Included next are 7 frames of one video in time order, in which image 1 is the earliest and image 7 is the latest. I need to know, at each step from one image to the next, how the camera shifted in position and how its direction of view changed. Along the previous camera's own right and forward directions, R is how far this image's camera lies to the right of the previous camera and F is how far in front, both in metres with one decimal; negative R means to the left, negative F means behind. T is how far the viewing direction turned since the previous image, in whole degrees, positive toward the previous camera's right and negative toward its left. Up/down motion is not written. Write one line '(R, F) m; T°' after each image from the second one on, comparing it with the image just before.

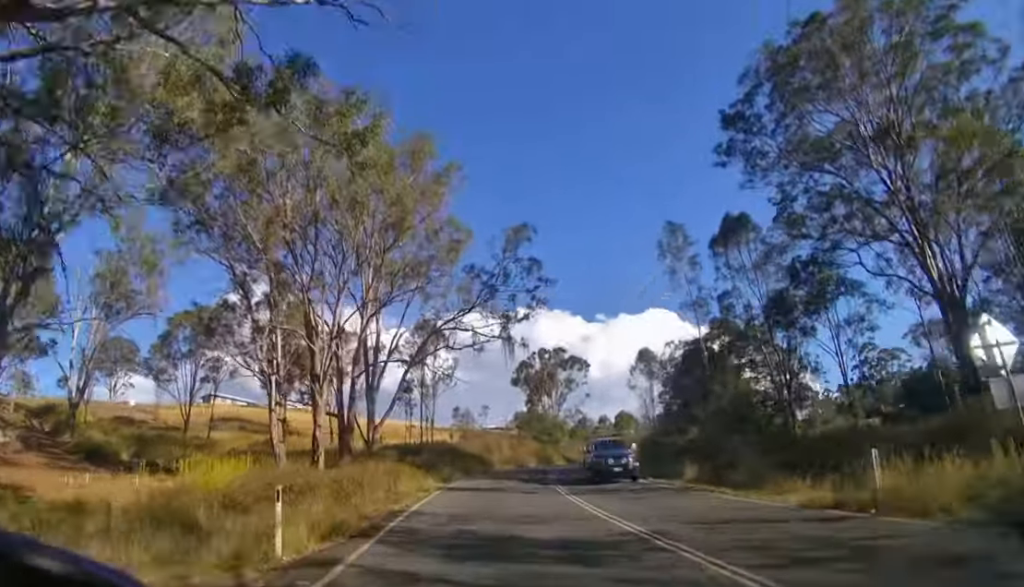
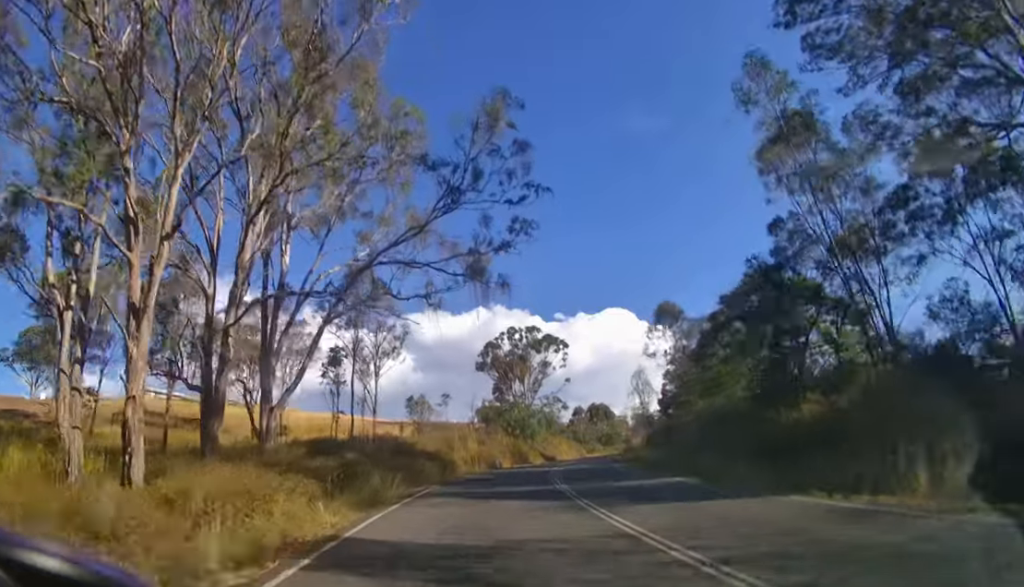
(0.0, +13.5) m; +3°
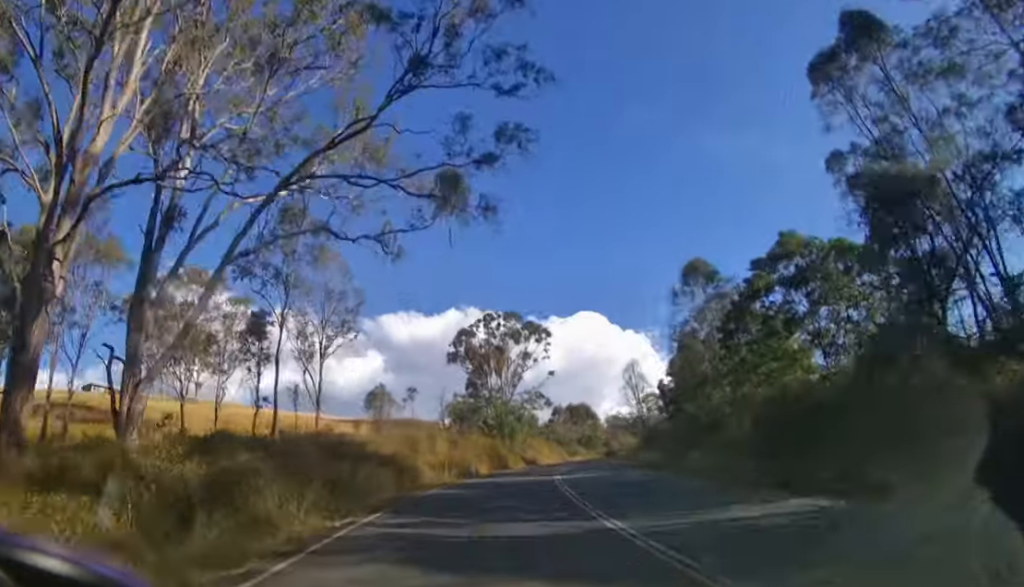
(+0.3, +8.8) m; +4°
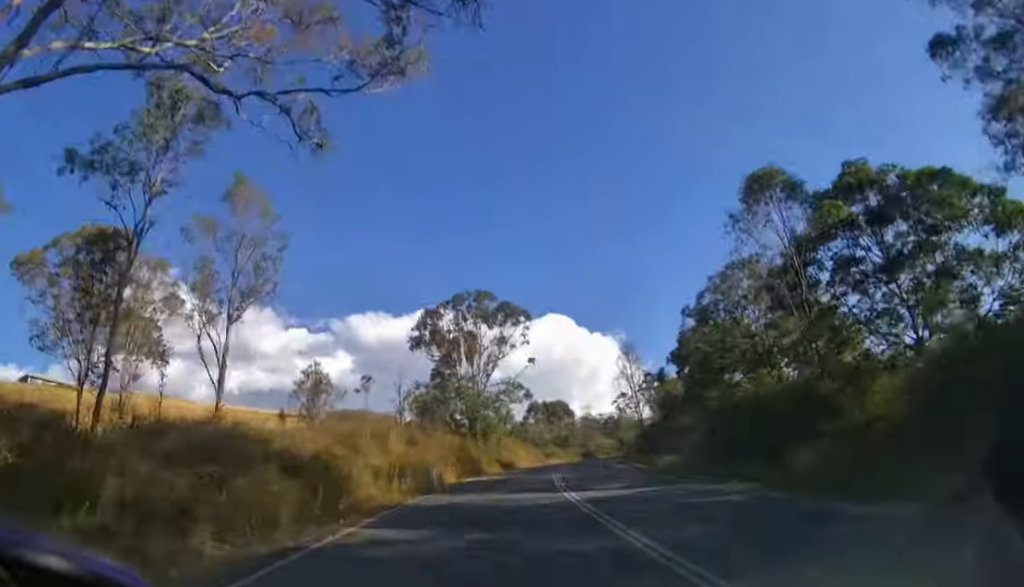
(+0.3, +9.3) m; +3°
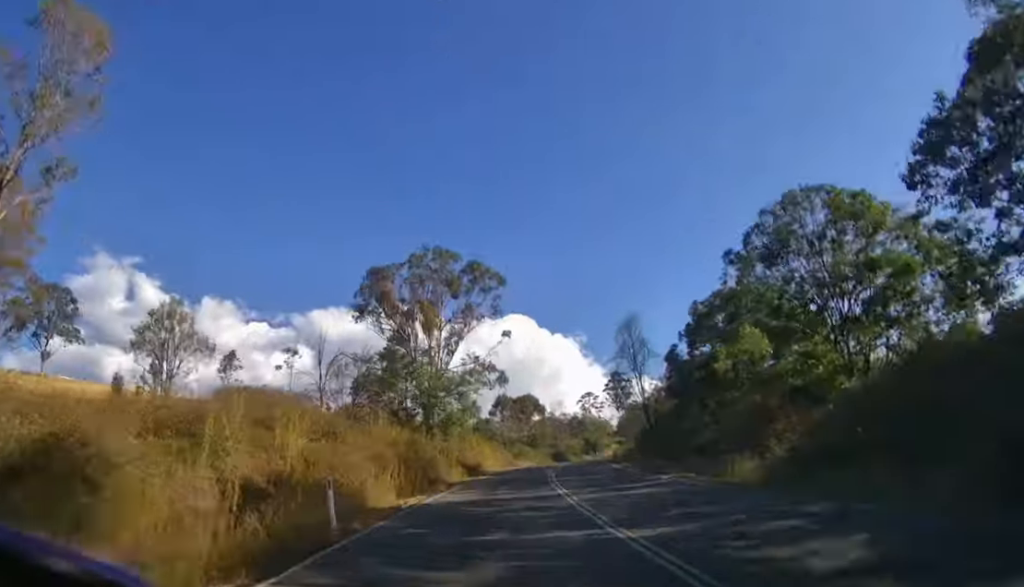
(+0.5, +12.9) m; +3°
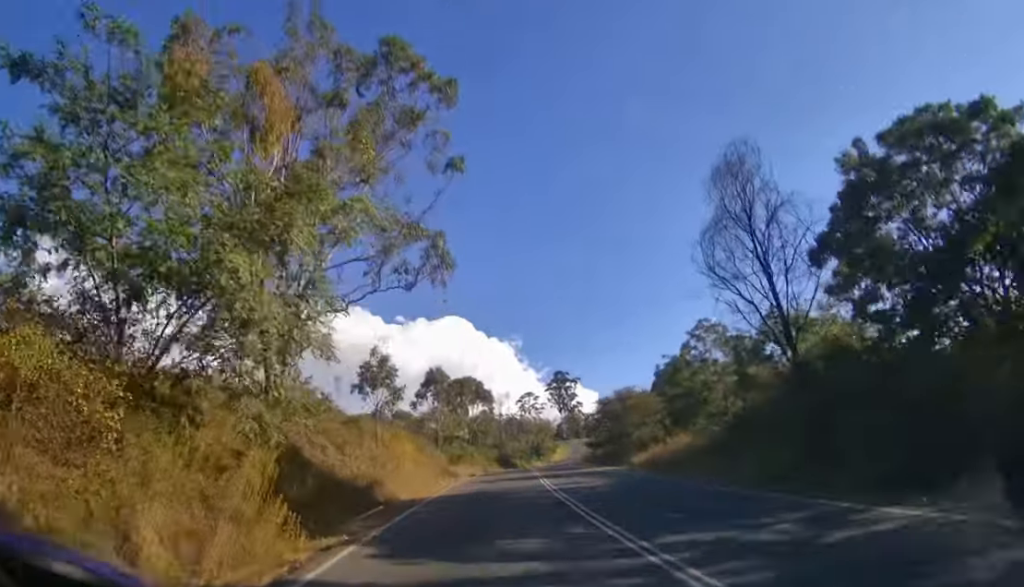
(+1.0, +21.7) m; +6°
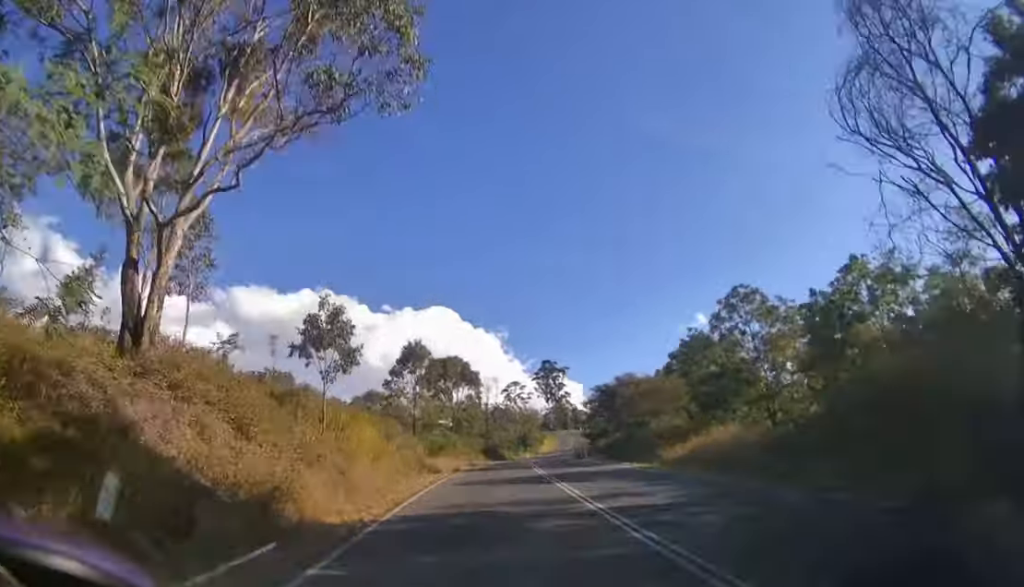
(+0.1, +6.2) m; +2°
